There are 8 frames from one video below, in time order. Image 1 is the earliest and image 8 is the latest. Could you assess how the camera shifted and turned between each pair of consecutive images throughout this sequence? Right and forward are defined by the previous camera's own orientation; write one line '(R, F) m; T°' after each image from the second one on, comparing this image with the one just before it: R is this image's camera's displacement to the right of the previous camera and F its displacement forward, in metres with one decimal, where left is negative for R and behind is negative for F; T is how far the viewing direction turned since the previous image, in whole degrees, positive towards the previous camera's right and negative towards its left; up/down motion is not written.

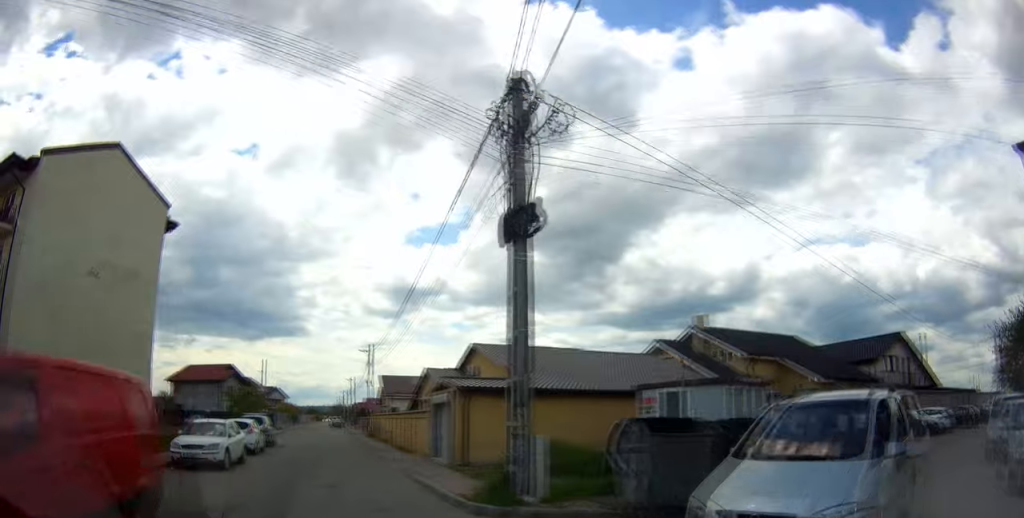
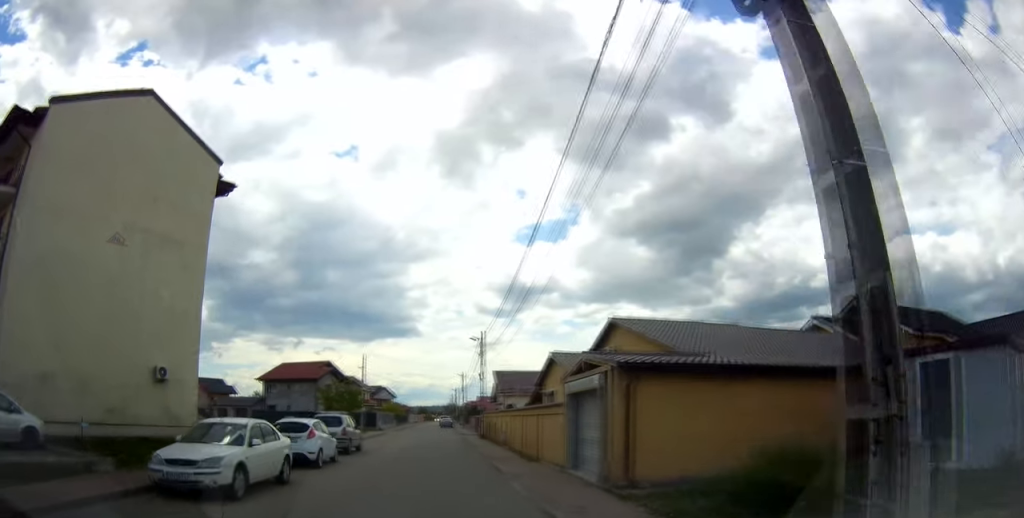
(0.0, +8.1) m; -10°
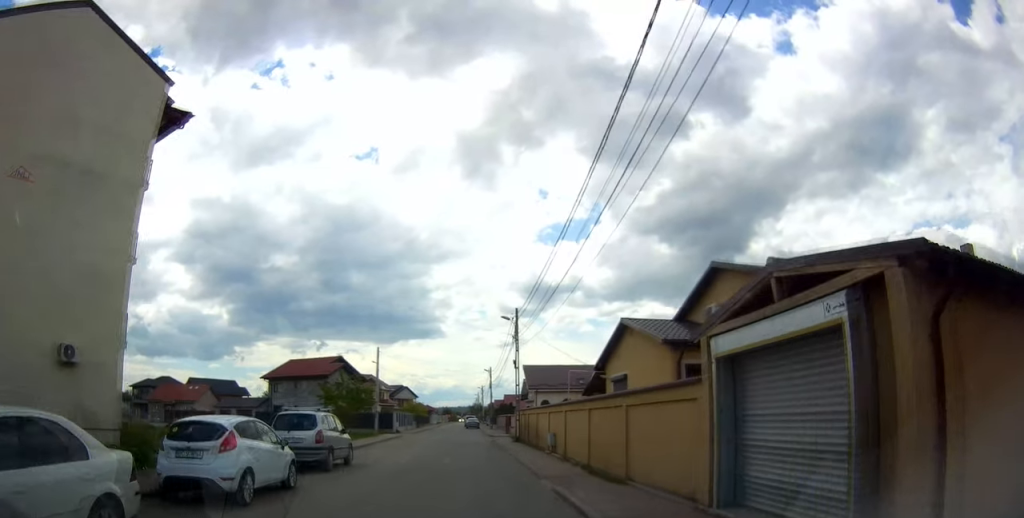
(-1.6, +8.7) m; -10°
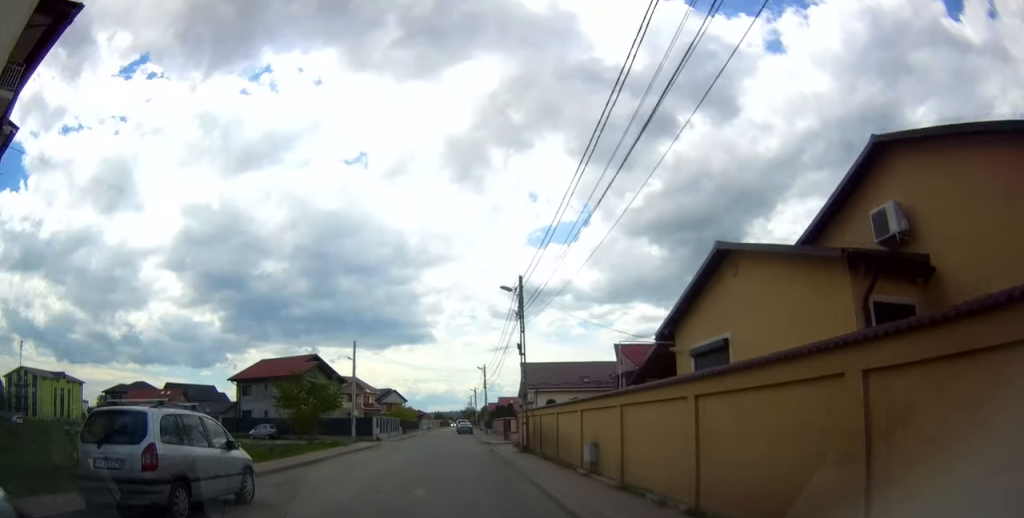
(+0.2, +7.6) m; +6°
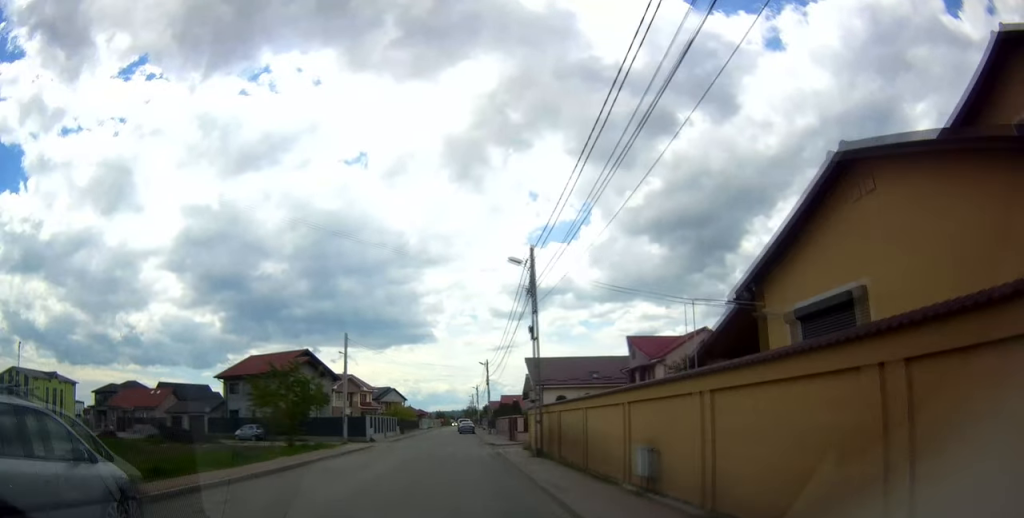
(+0.6, +3.6) m; +1°
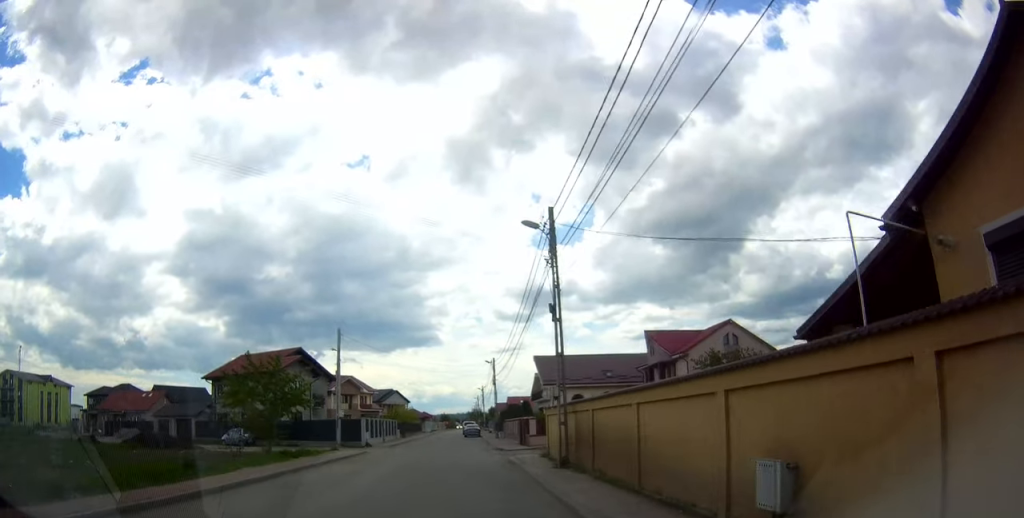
(-0.2, +3.8) m; -3°
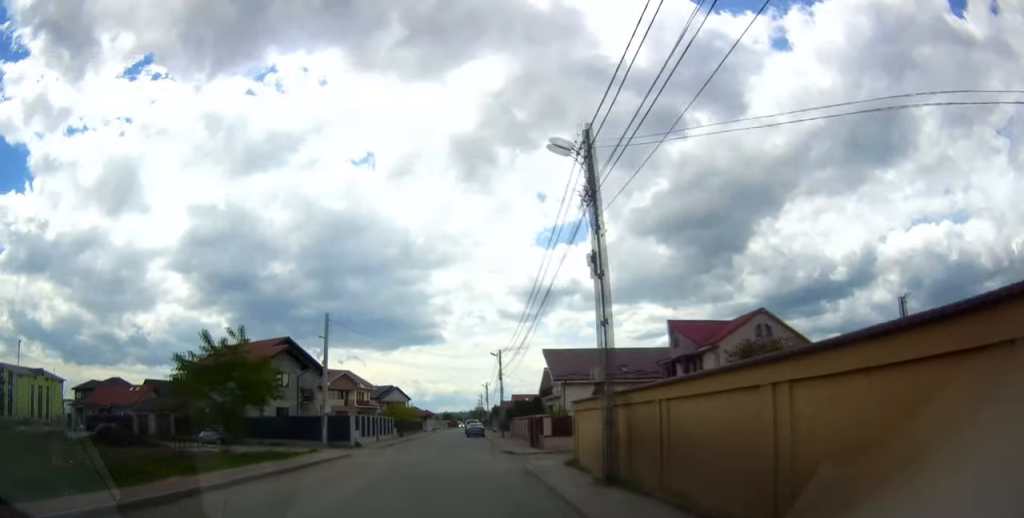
(-0.3, +4.5) m; -5°
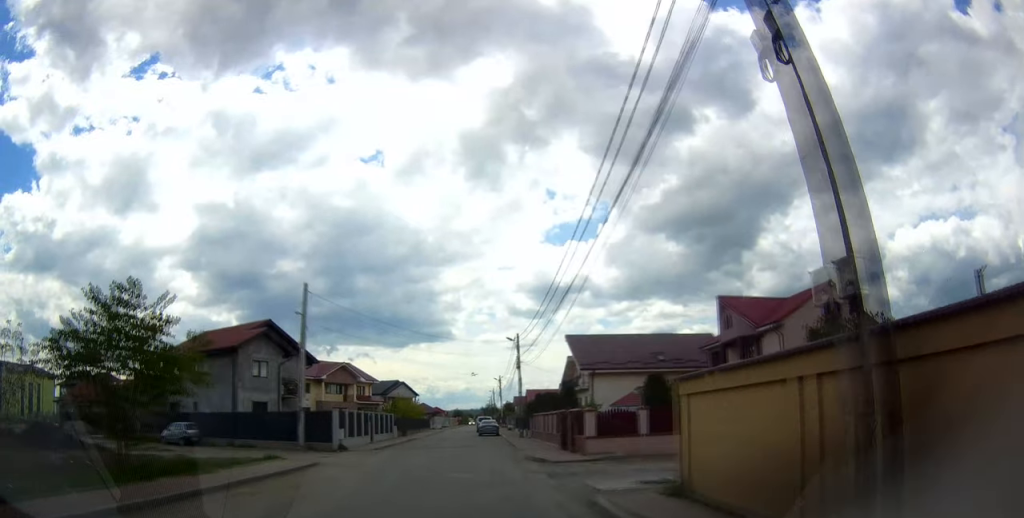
(-0.2, +7.5) m; 0°
